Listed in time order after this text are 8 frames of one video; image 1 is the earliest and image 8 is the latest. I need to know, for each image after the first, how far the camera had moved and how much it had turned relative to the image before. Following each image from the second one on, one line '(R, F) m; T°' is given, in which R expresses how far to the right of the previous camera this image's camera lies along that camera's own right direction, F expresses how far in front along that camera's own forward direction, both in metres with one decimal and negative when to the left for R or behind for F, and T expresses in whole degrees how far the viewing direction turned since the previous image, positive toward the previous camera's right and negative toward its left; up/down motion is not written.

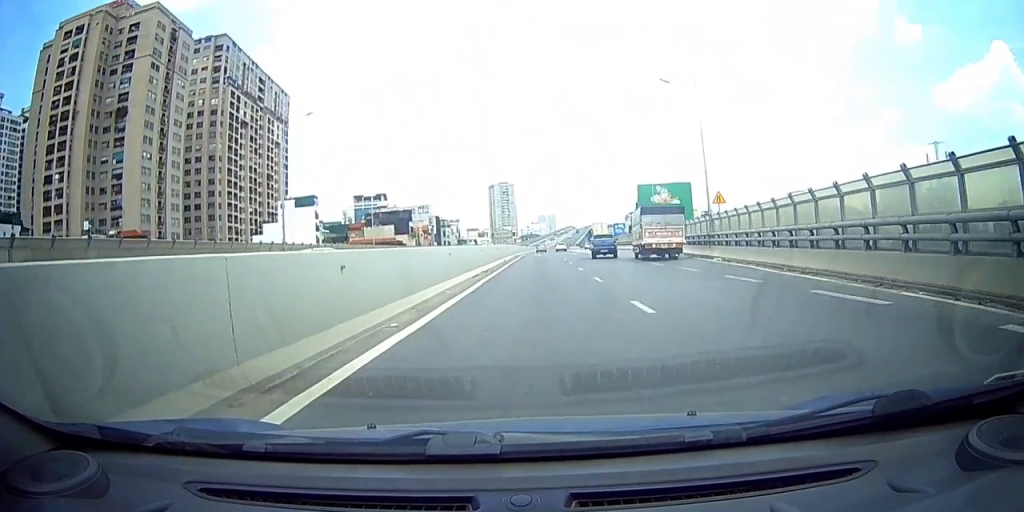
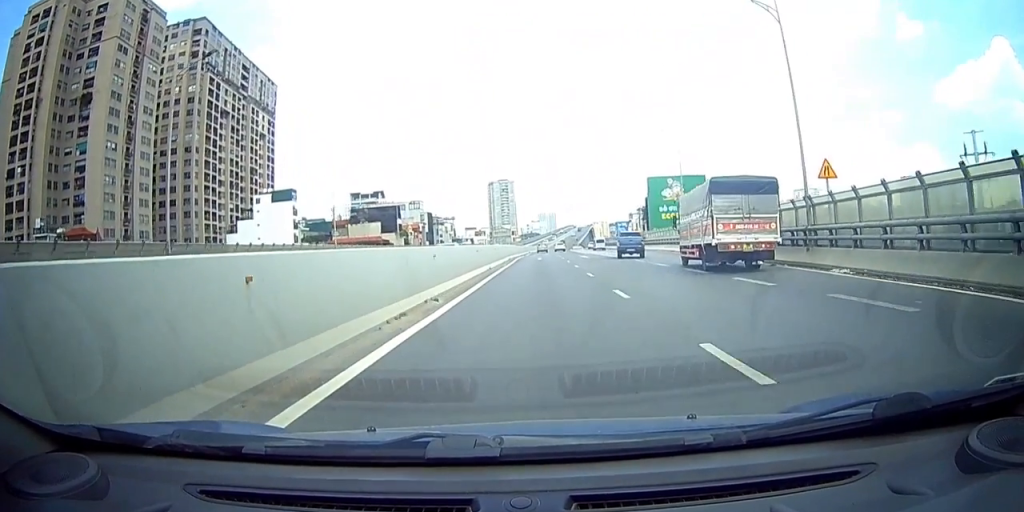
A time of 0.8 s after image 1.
(+0.1, +13.0) m; 0°
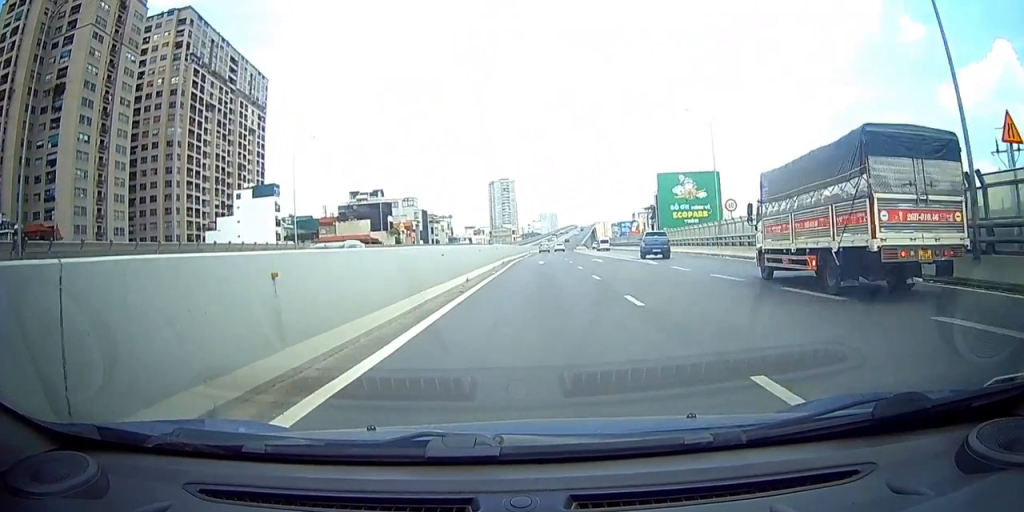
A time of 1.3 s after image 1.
(0.0, +9.7) m; 0°
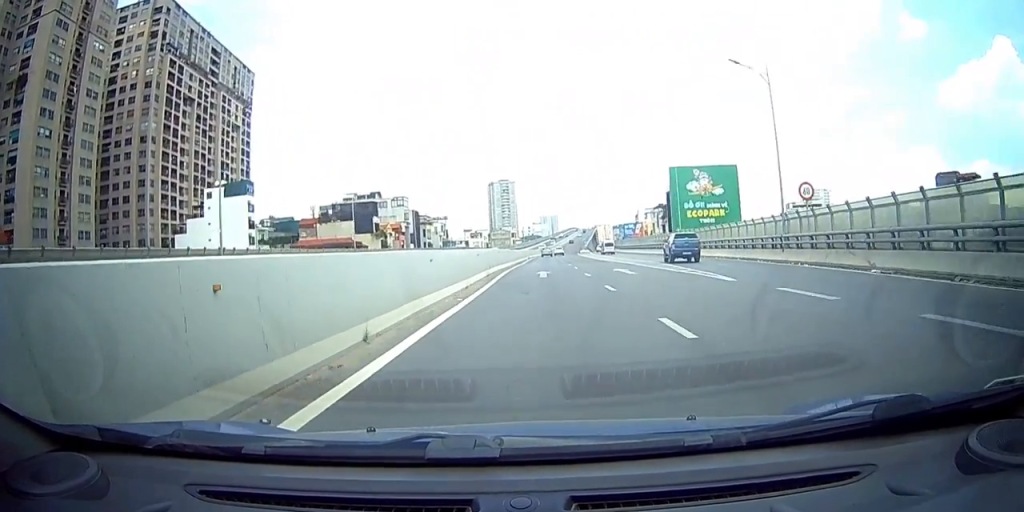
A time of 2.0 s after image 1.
(0.0, +11.6) m; 0°
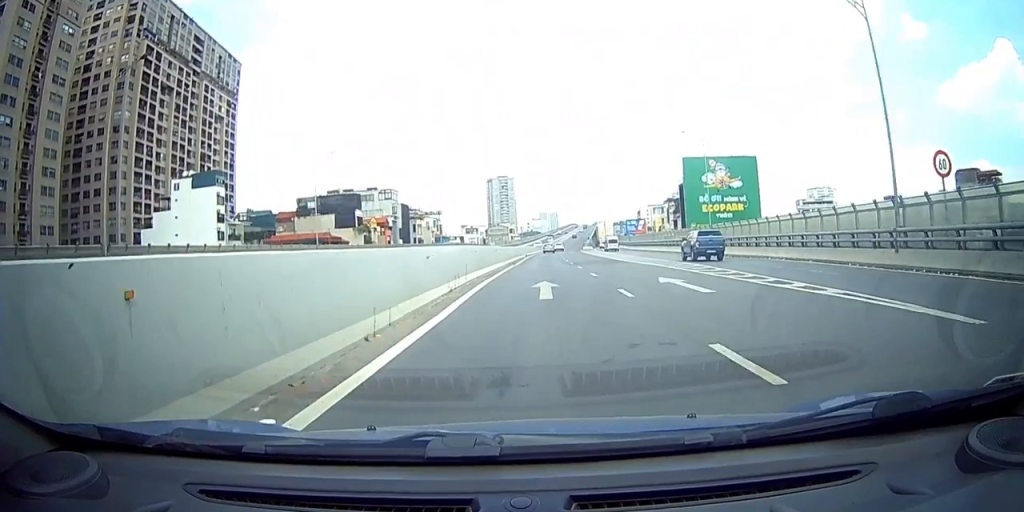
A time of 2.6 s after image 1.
(0.0, +11.0) m; 0°
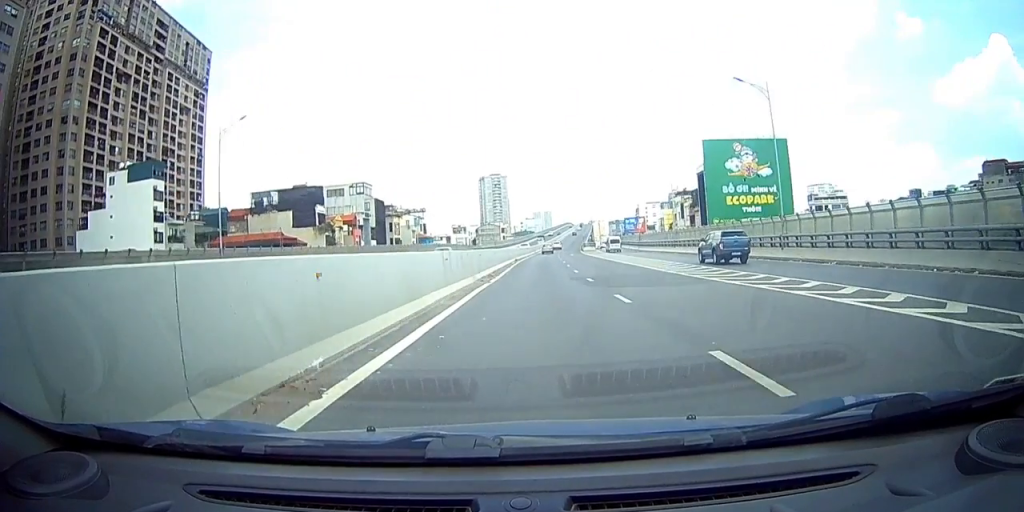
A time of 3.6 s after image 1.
(0.0, +17.4) m; 0°
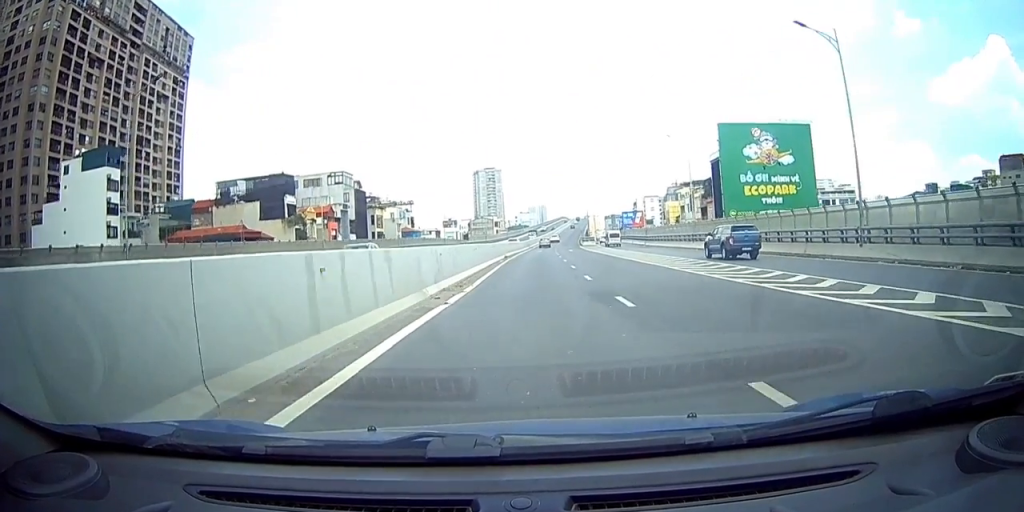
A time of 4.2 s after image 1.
(0.0, +9.8) m; 0°
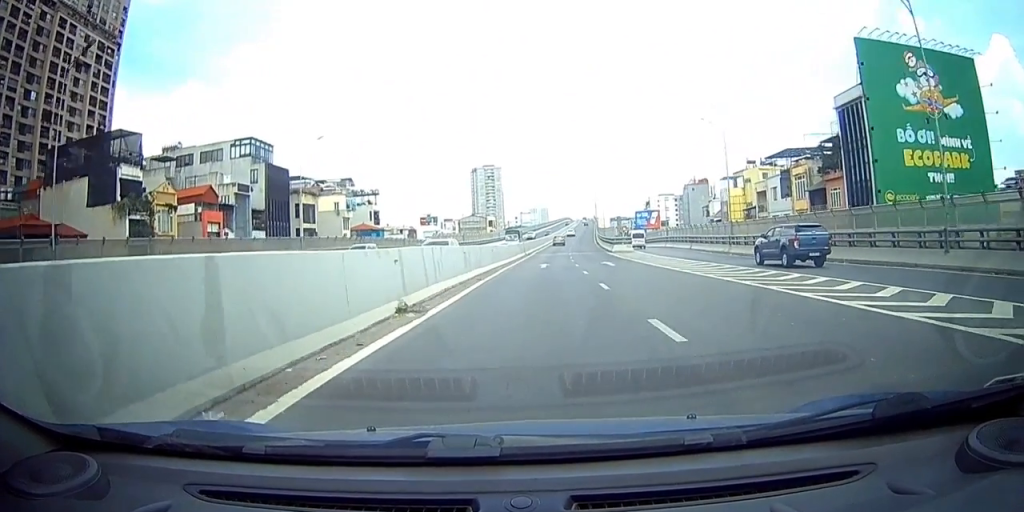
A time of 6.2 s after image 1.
(-0.2, +37.1) m; -1°
